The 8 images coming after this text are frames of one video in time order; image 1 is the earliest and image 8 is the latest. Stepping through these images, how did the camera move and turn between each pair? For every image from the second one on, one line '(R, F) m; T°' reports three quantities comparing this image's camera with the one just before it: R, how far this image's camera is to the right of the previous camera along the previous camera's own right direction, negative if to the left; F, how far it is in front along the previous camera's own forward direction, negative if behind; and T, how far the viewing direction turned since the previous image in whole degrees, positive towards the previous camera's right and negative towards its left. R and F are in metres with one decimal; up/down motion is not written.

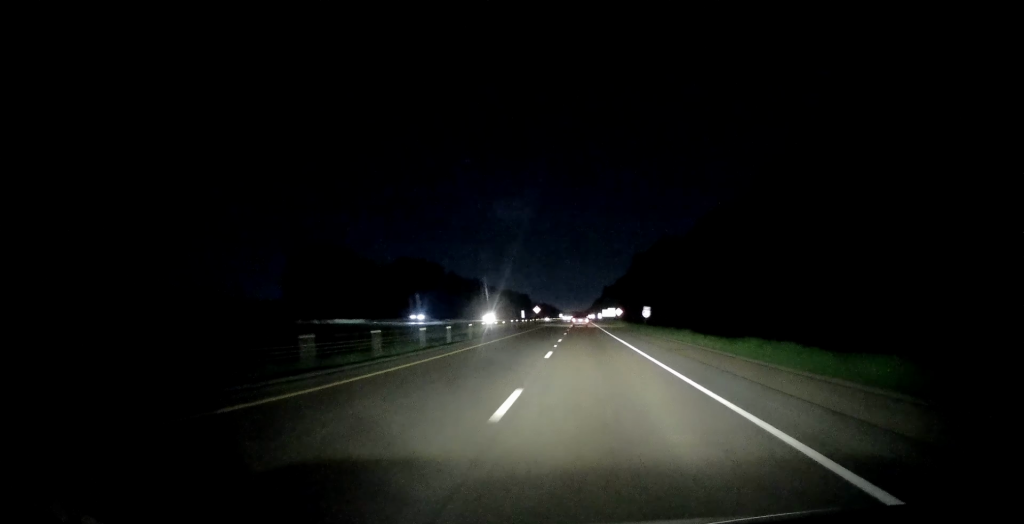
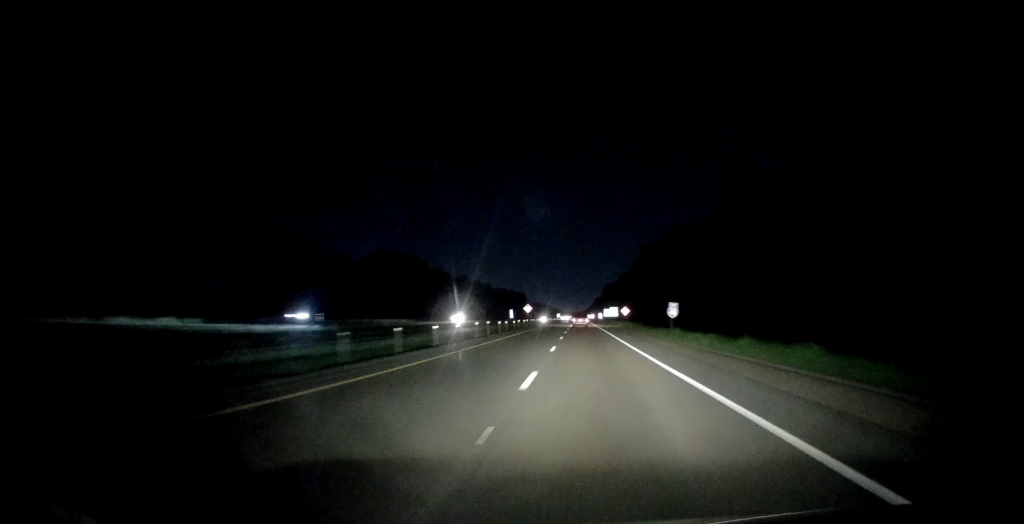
(+0.4, +21.5) m; 0°
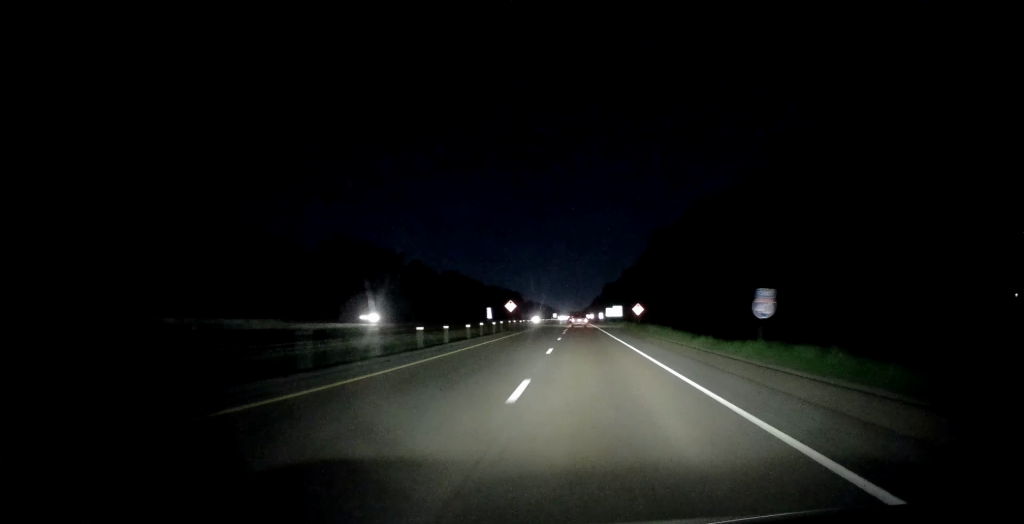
(-0.6, +26.8) m; -1°
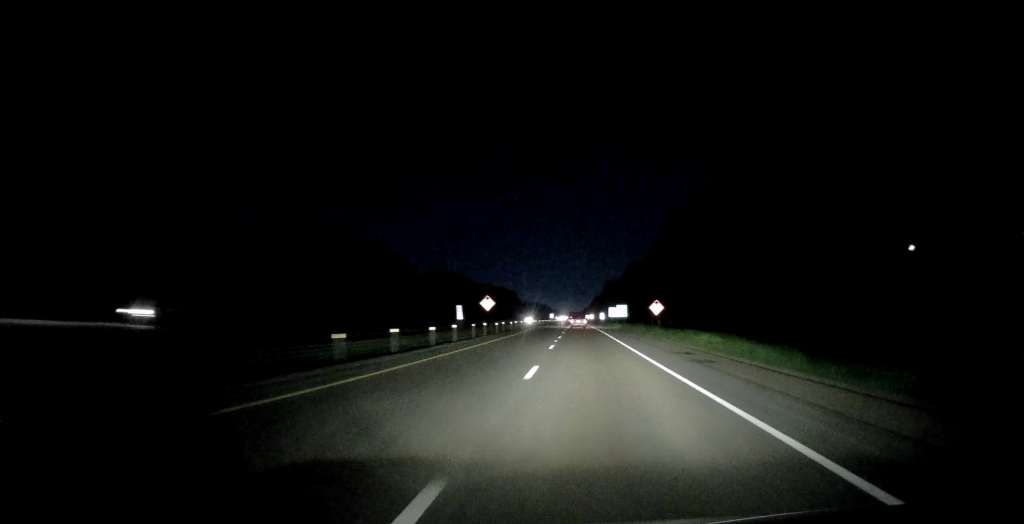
(0.0, +21.5) m; 0°
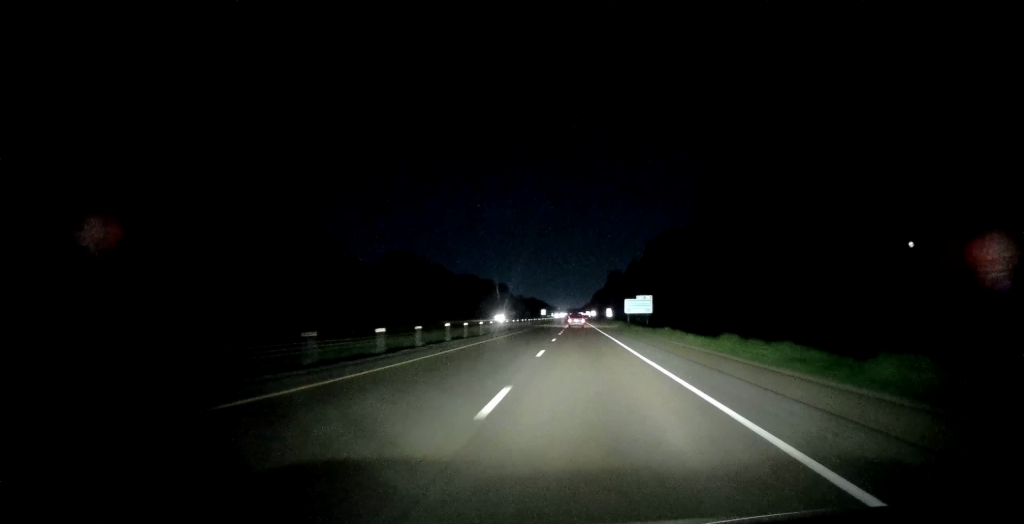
(+0.6, +56.3) m; +1°
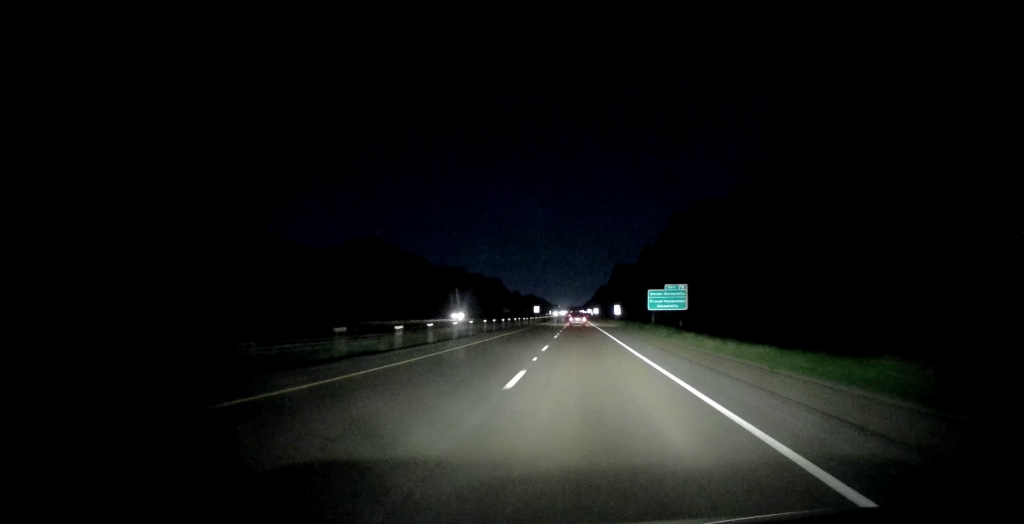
(+0.1, +34.5) m; -1°
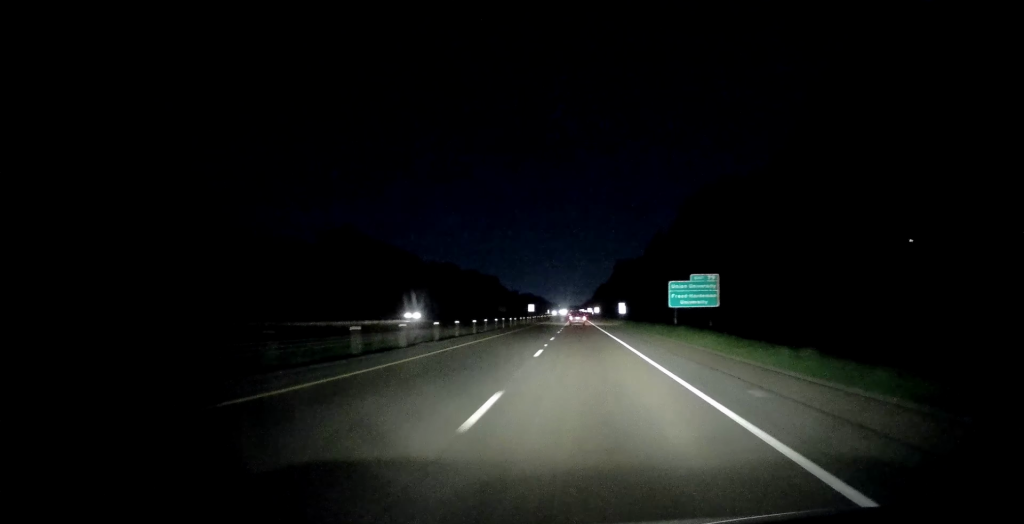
(-0.4, +17.1) m; 0°
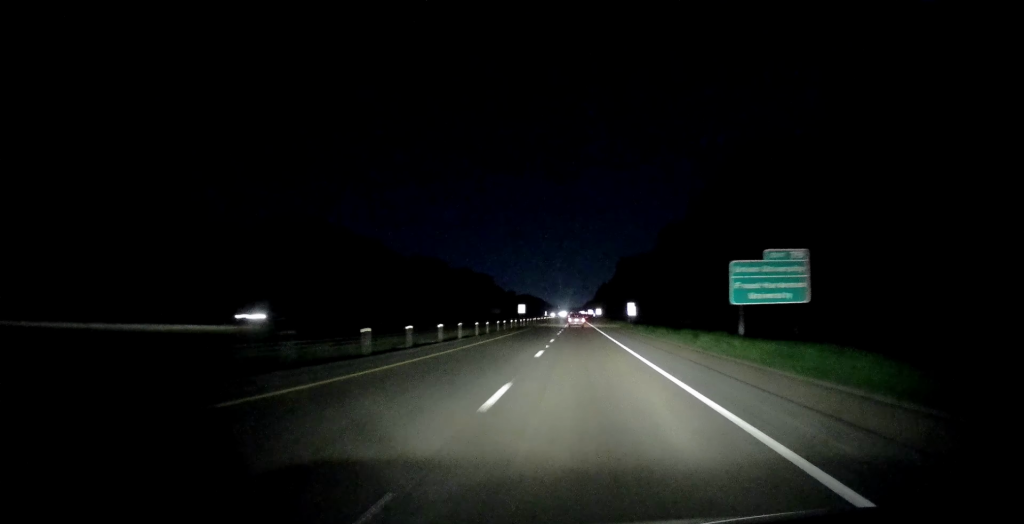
(+0.3, +24.5) m; 0°
